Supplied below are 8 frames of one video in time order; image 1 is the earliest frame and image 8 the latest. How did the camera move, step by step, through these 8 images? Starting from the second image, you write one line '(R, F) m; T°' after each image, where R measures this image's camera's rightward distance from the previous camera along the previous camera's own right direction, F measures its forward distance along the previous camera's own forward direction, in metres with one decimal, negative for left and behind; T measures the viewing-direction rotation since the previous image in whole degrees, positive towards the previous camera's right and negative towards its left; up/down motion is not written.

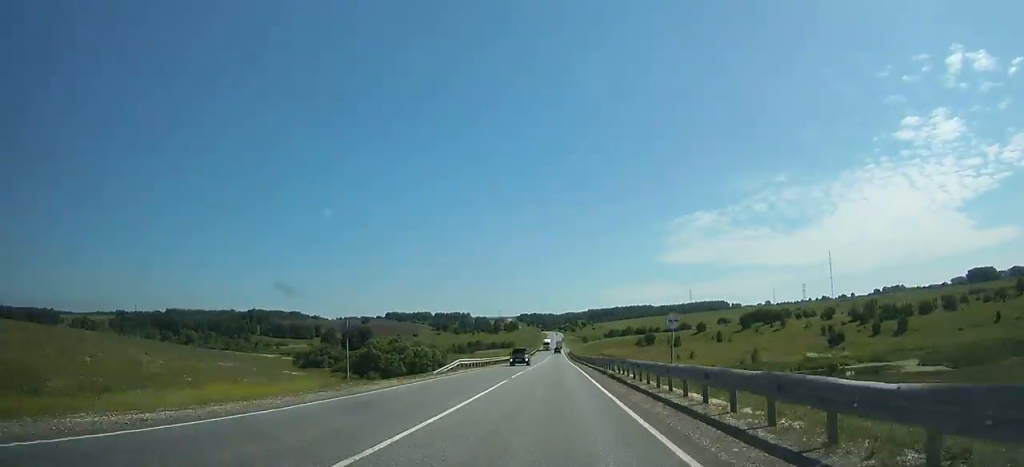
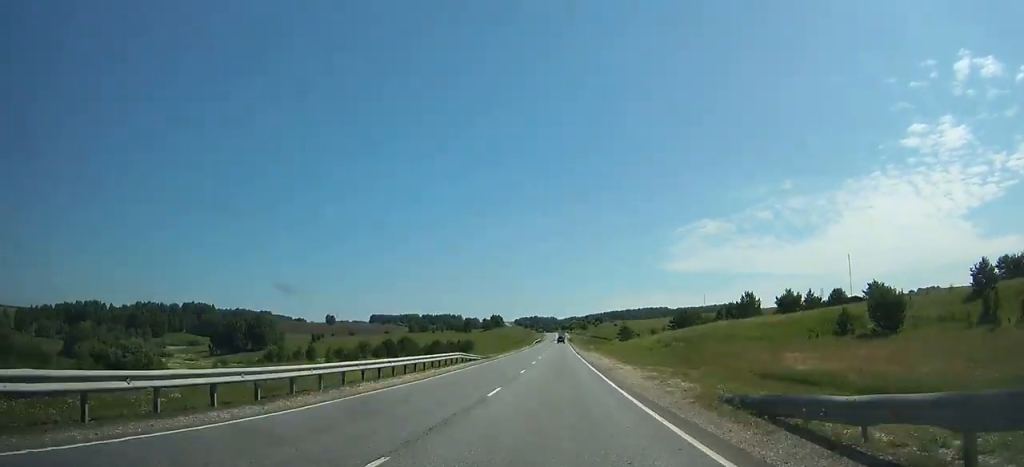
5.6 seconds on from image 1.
(-0.2, +158.2) m; 0°
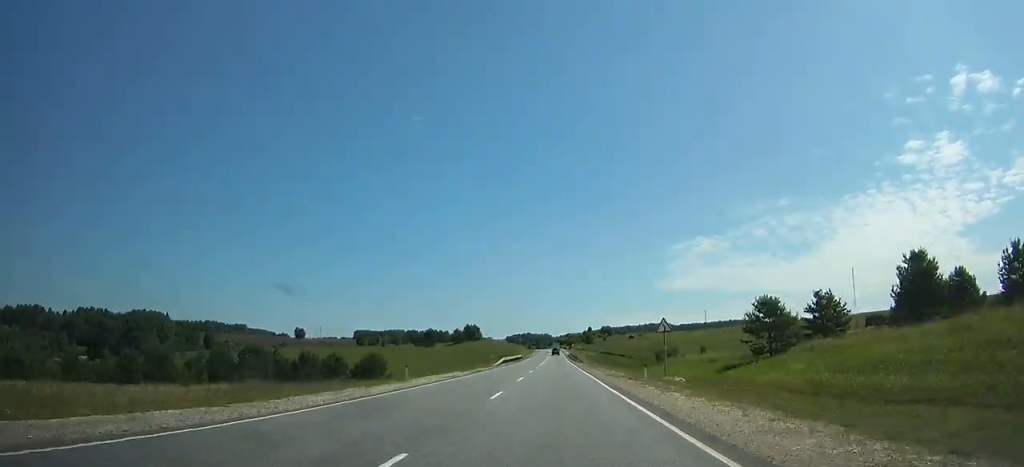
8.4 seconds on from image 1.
(+0.1, +77.0) m; -1°
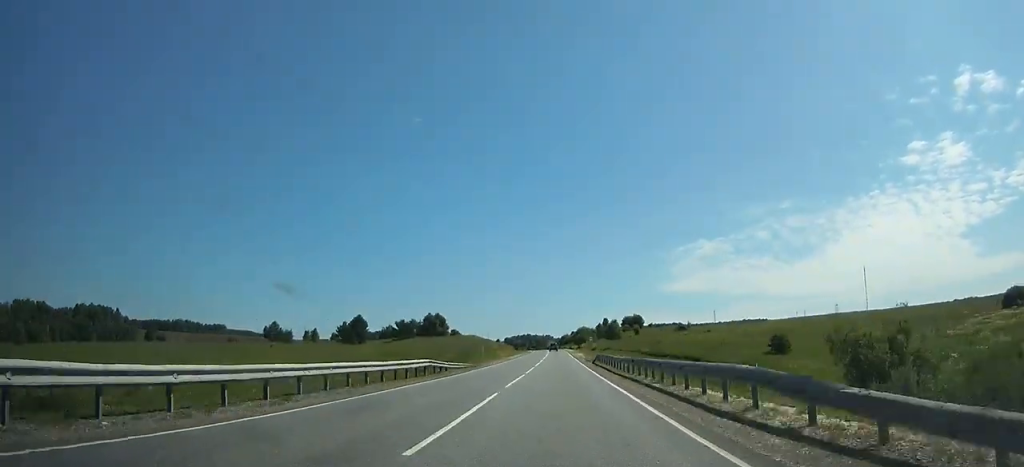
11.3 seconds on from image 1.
(-1.3, +79.8) m; 0°
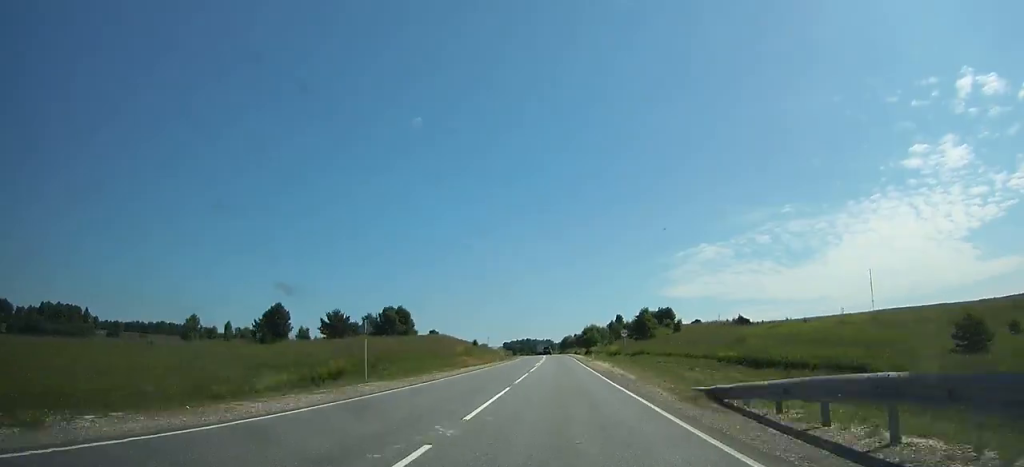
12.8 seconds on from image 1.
(-1.0, +42.5) m; +1°
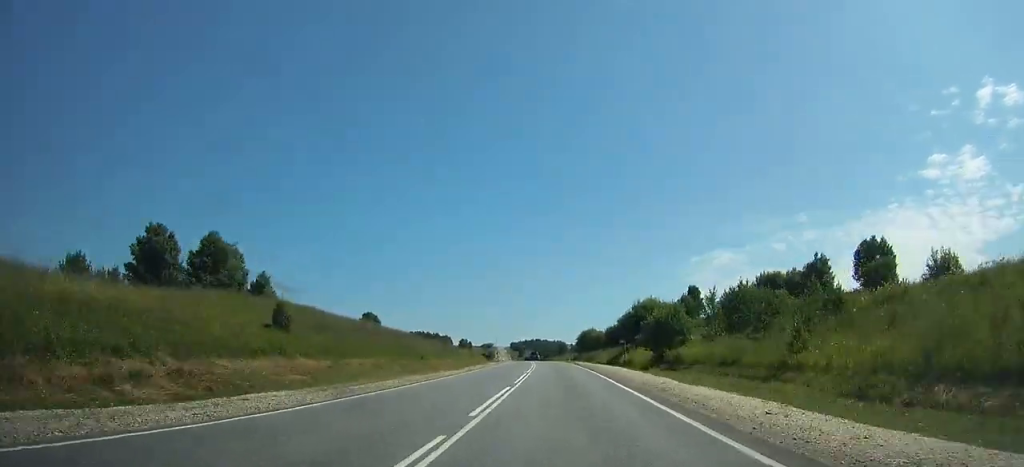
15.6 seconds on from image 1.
(+3.7, +88.5) m; 0°
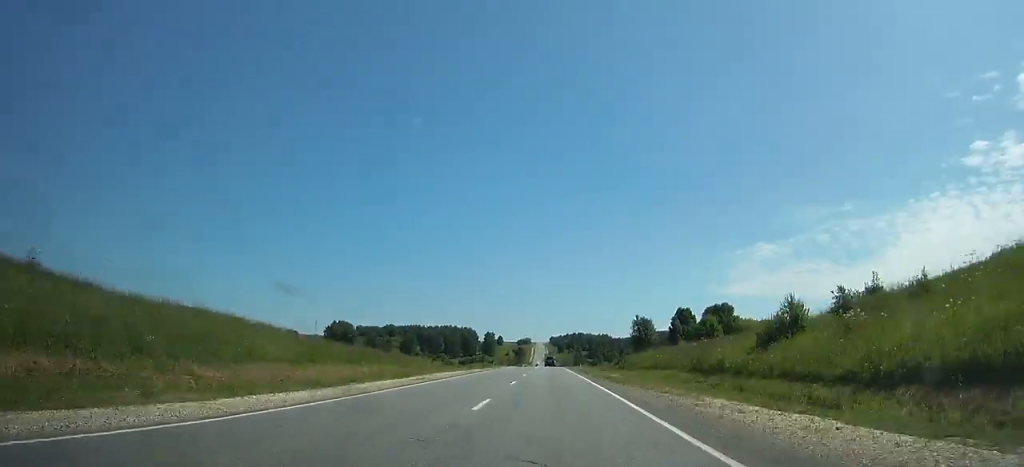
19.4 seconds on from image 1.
(-5.9, +120.9) m; -4°
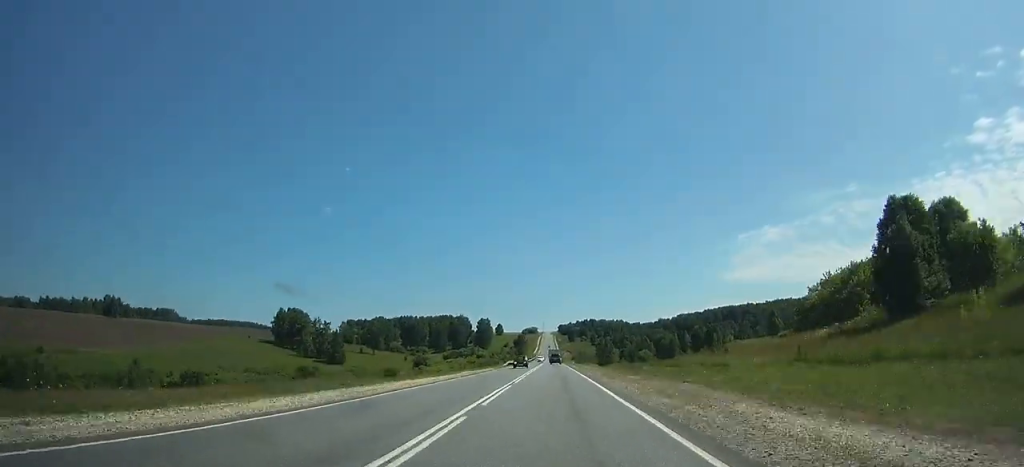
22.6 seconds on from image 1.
(-2.5, +100.4) m; -2°
